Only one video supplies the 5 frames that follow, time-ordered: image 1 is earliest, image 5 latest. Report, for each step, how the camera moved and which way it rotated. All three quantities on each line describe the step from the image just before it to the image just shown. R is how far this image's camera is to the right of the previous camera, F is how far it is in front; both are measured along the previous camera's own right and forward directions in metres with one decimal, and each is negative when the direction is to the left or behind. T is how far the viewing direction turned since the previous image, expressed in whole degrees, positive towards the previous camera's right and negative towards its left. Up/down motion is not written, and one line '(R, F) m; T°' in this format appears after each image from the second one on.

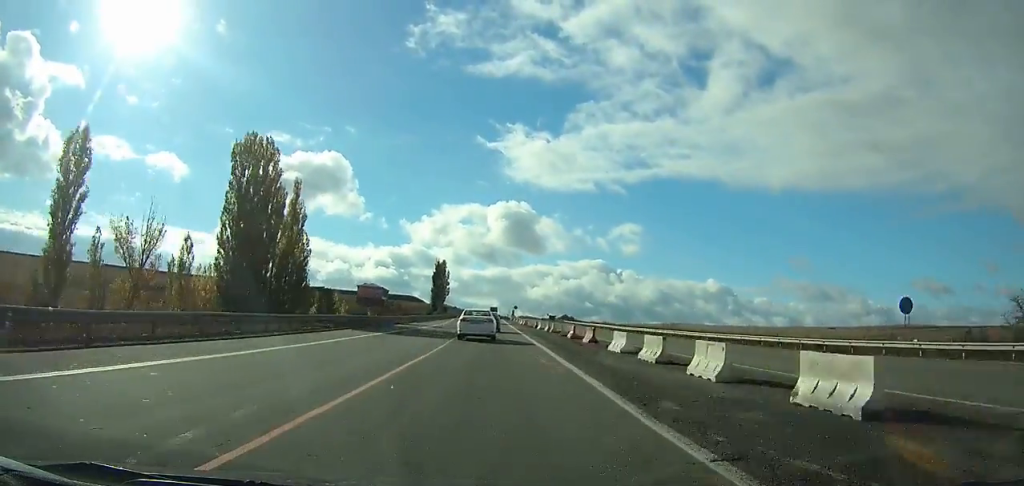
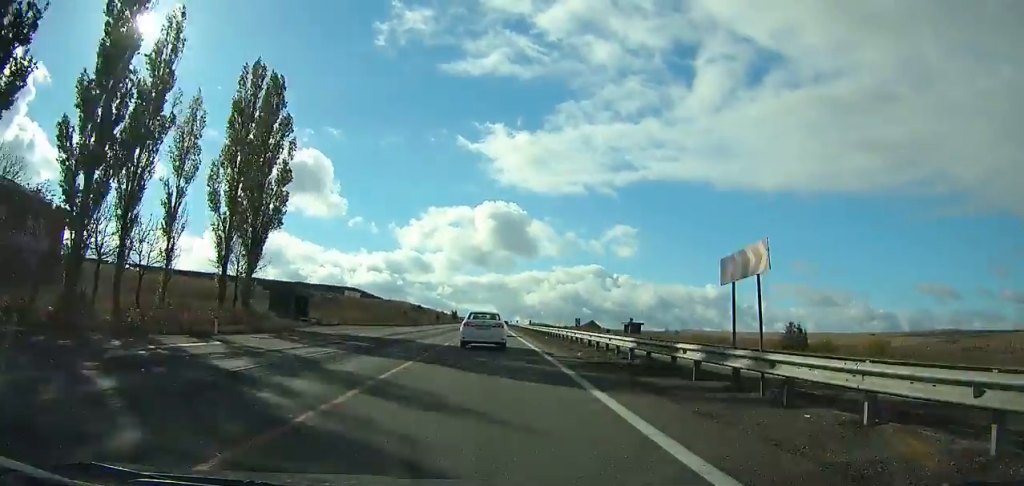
(-0.2, +165.3) m; 0°
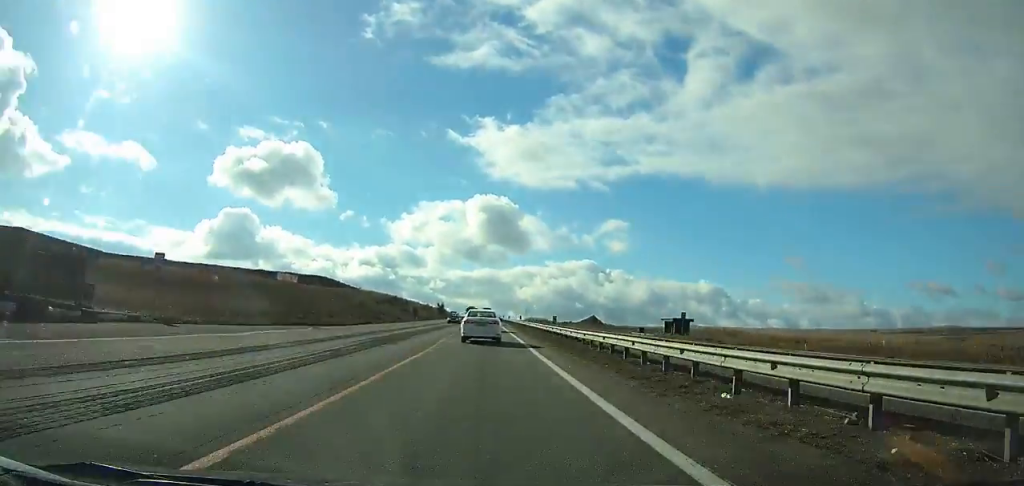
(0.0, +33.3) m; 0°
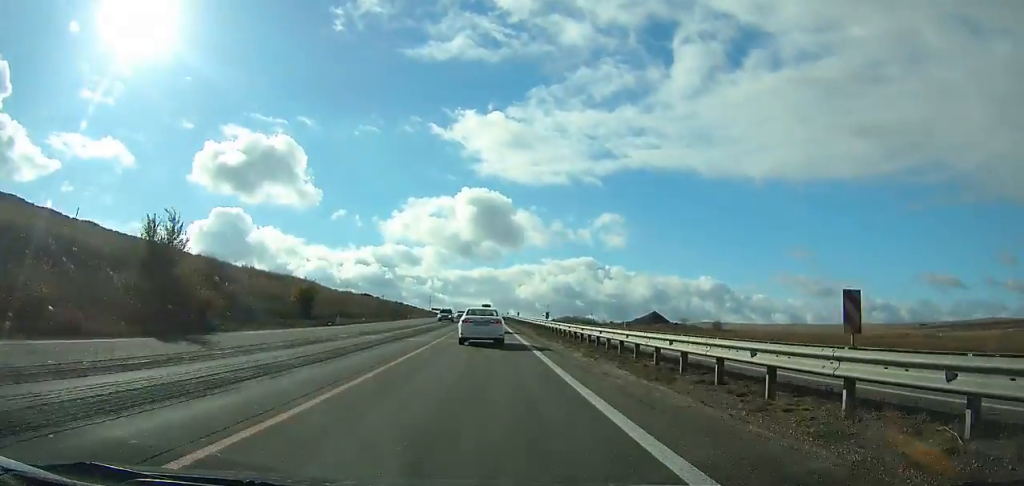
(-0.5, +146.3) m; -1°
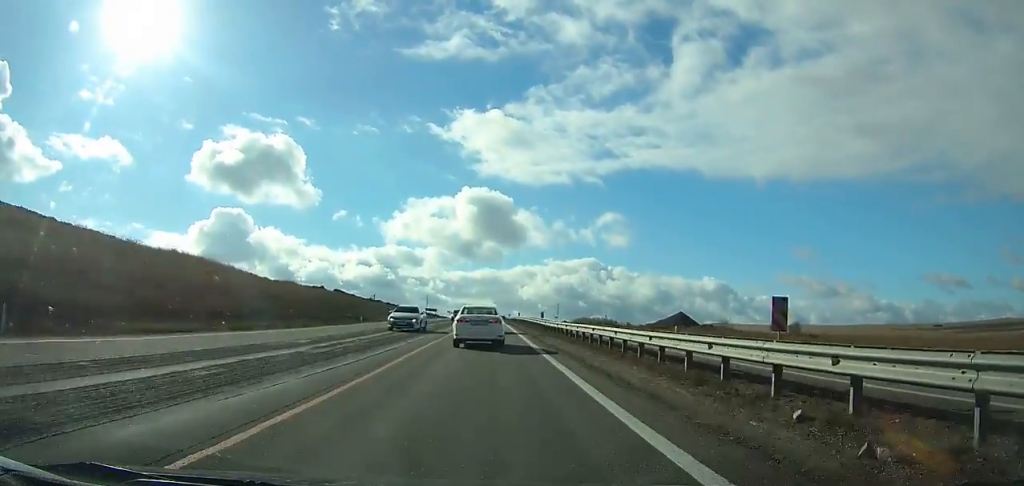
(0.0, +31.9) m; 0°
